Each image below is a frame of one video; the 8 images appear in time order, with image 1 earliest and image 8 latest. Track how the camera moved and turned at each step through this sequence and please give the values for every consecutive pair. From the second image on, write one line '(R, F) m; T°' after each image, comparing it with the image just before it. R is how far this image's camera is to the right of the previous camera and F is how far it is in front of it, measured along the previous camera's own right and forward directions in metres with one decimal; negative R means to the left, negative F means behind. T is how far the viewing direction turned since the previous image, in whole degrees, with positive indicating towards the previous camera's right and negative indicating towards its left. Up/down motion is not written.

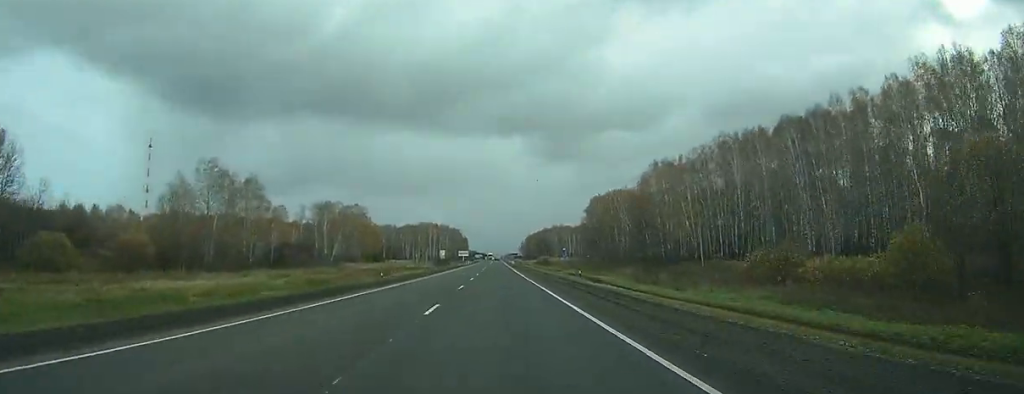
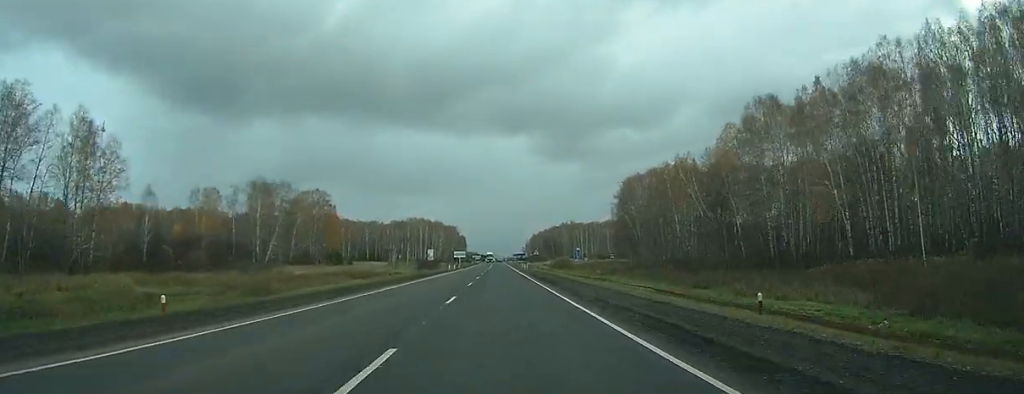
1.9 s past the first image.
(-0.3, +55.9) m; 0°
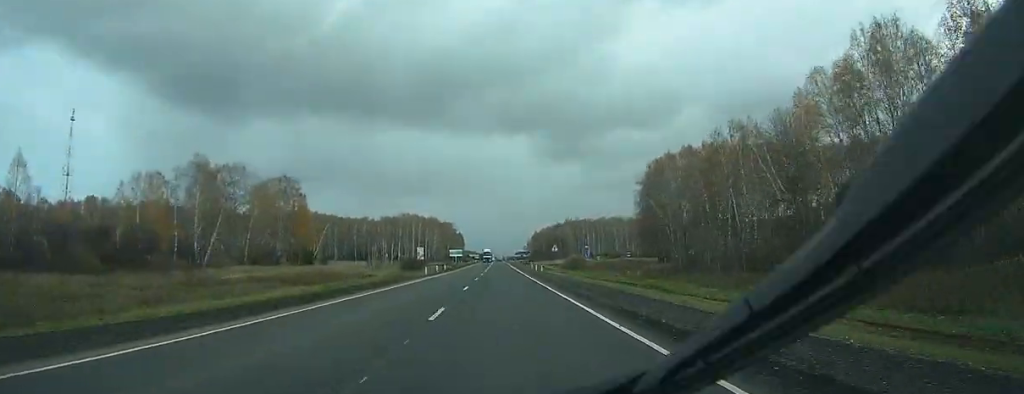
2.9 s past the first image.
(+0.1, +27.7) m; 0°
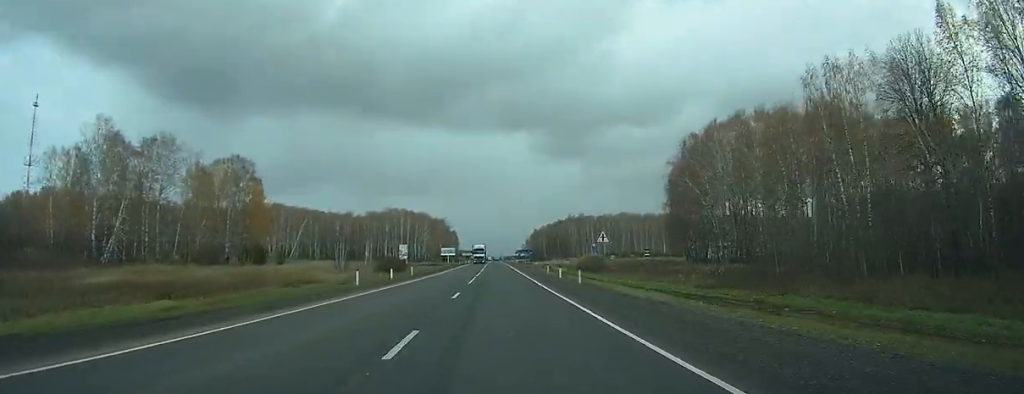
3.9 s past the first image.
(0.0, +27.7) m; 0°
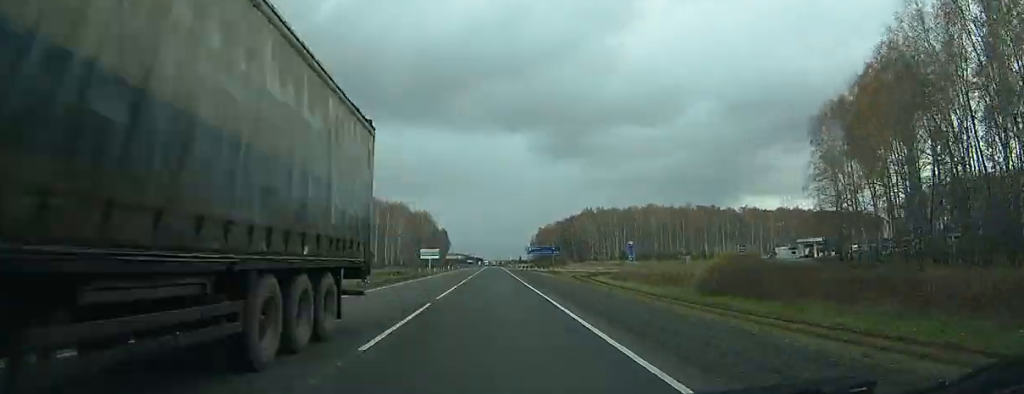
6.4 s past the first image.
(+0.2, +68.7) m; 0°
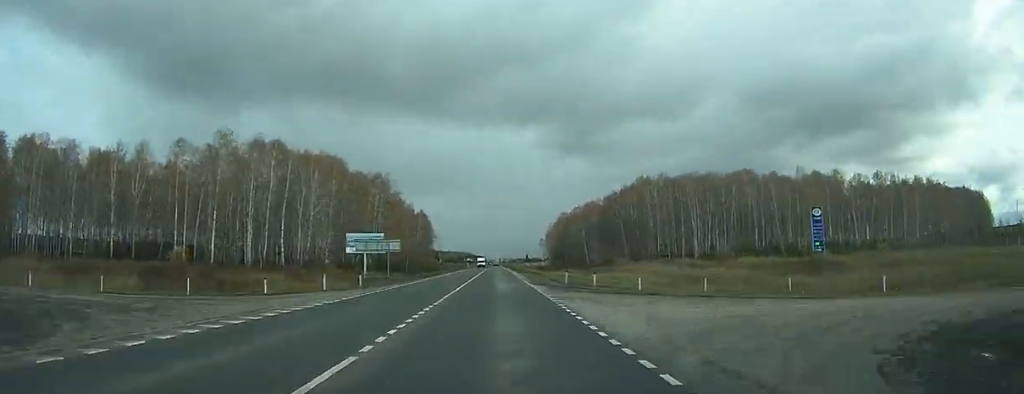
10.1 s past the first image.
(0.0, +108.6) m; 0°
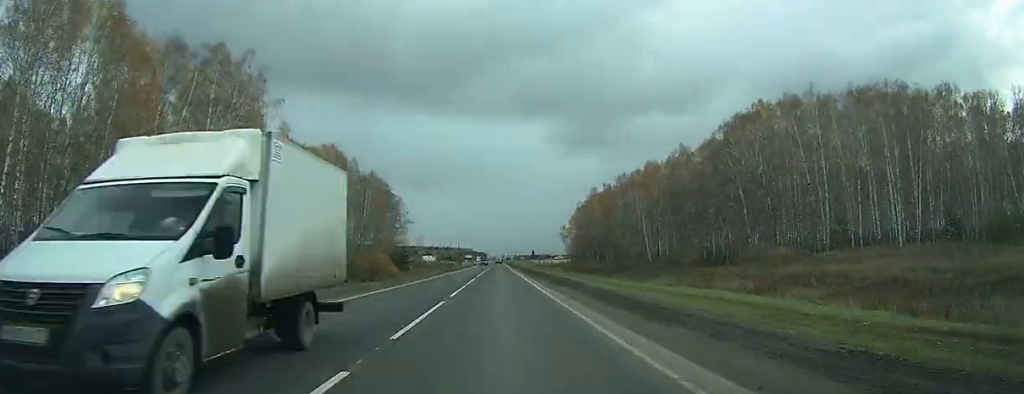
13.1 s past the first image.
(0.0, +85.8) m; 0°
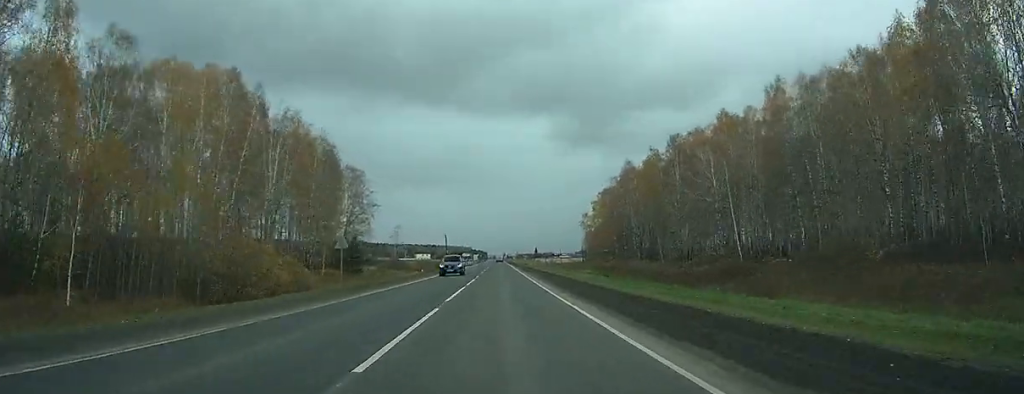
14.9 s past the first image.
(0.0, +49.0) m; 0°
